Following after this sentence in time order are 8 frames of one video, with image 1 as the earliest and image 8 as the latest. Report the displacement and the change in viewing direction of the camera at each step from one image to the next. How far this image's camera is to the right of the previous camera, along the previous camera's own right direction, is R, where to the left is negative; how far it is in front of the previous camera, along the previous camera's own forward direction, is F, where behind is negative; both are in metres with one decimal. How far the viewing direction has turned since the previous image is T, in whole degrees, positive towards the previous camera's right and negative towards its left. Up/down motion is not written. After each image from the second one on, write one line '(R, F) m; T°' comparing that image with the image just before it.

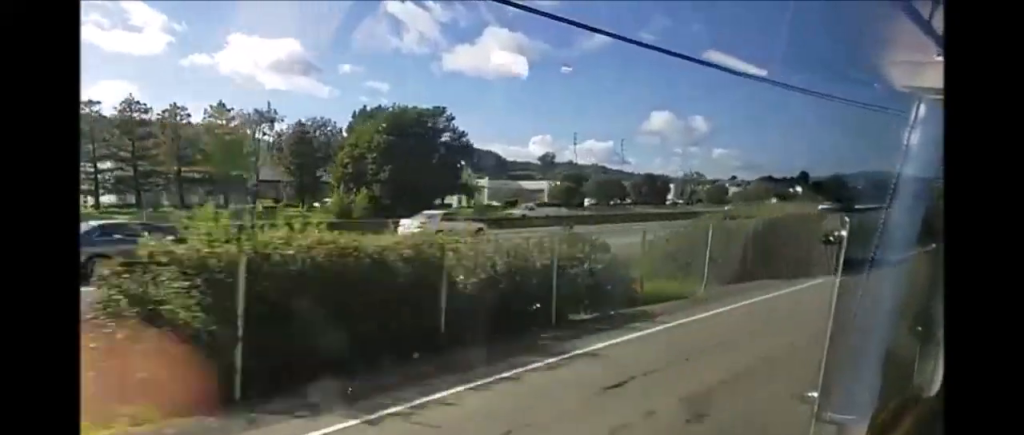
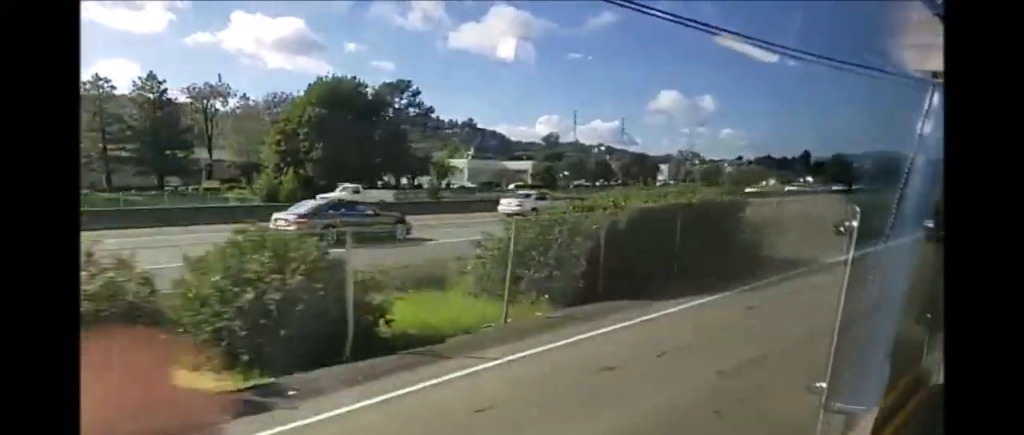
(-0.1, +8.2) m; -1°
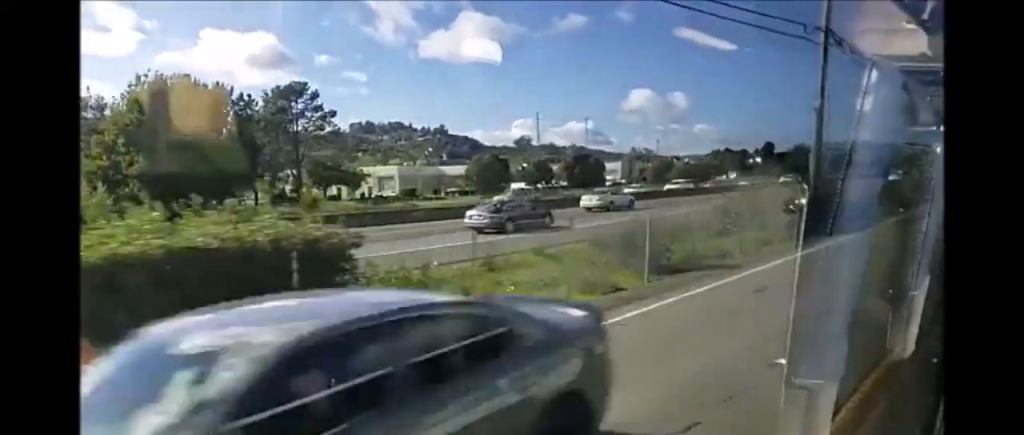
(0.0, +11.6) m; +1°
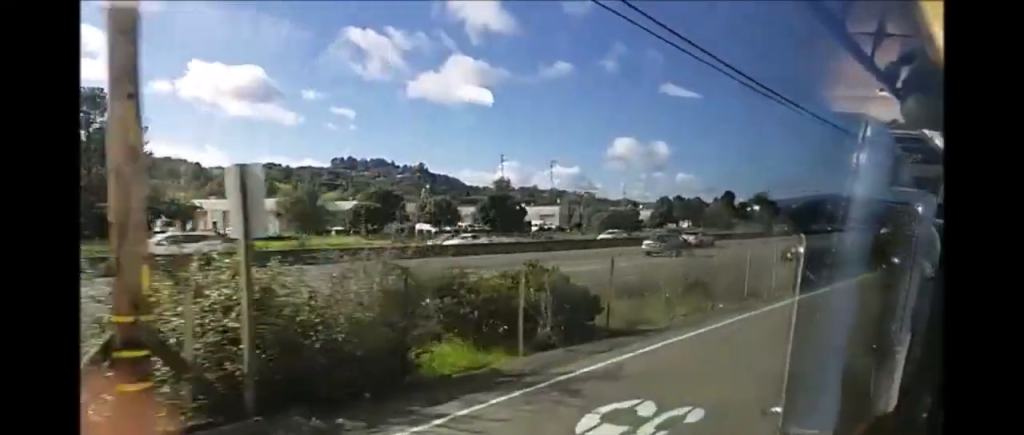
(+0.4, +22.4) m; -1°
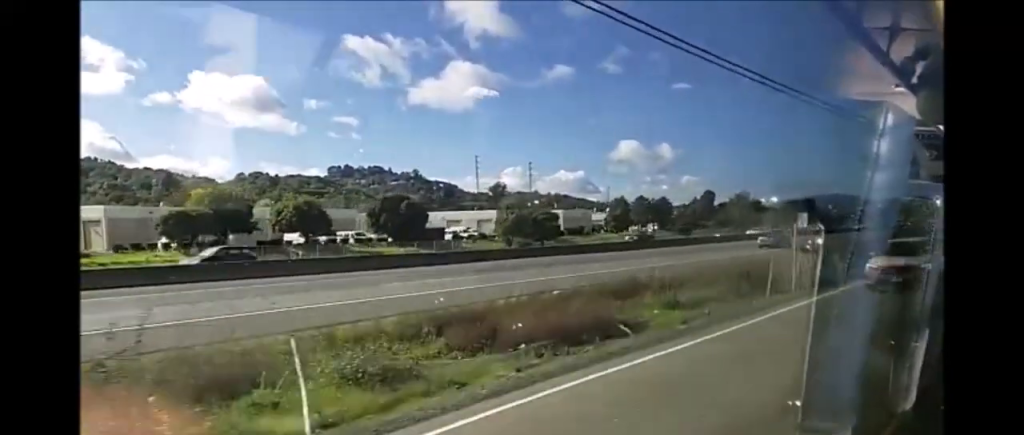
(-0.3, +25.1) m; 0°
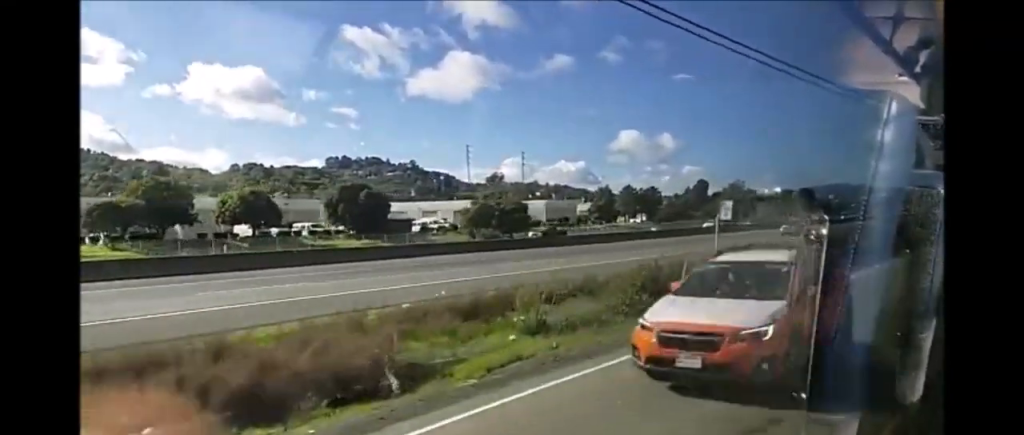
(+0.2, +7.8) m; +1°
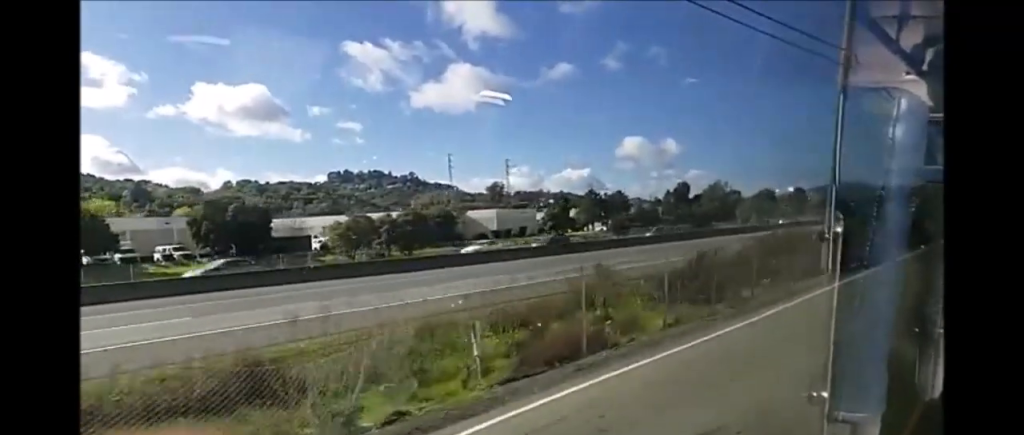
(-0.3, +18.8) m; -1°
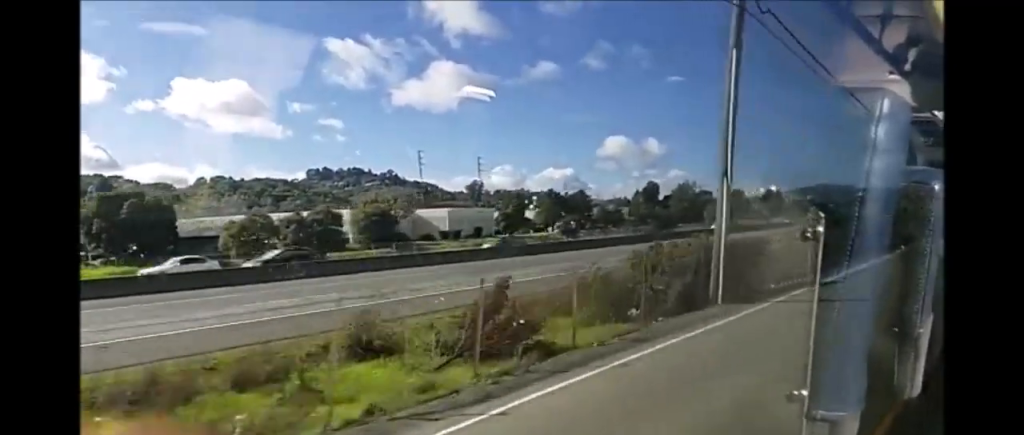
(0.0, +8.9) m; 0°
